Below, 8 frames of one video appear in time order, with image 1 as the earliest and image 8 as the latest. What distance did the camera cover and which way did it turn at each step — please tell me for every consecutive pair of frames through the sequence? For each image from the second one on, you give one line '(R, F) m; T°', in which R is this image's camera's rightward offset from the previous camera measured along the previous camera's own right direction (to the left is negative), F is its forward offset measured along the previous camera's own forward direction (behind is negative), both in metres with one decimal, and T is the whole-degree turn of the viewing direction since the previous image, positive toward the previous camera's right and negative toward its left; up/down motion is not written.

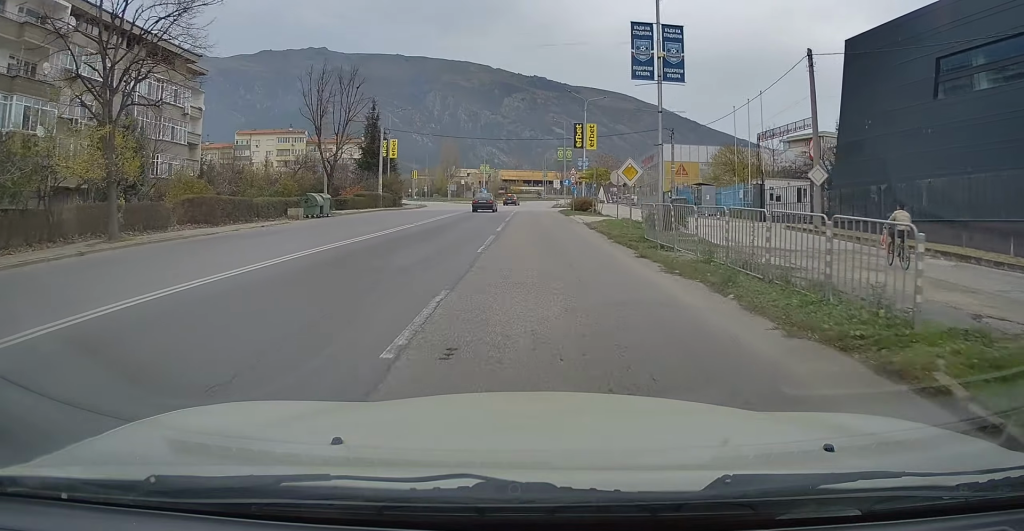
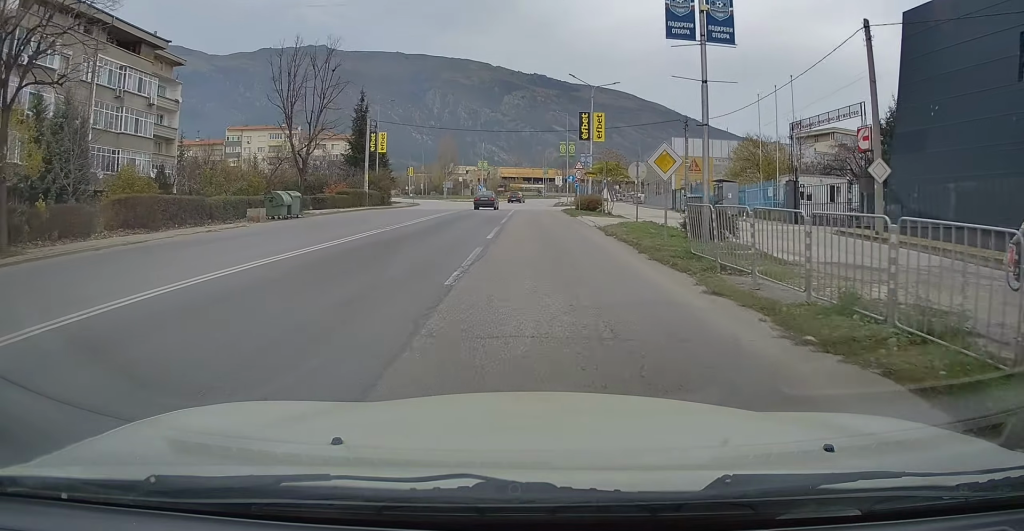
(0.0, +5.4) m; 0°
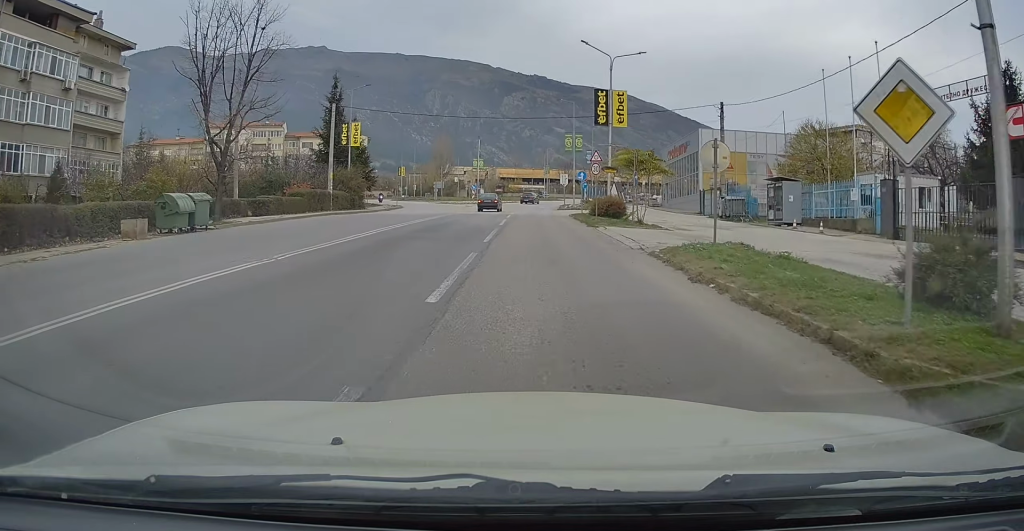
(+0.3, +10.3) m; -2°
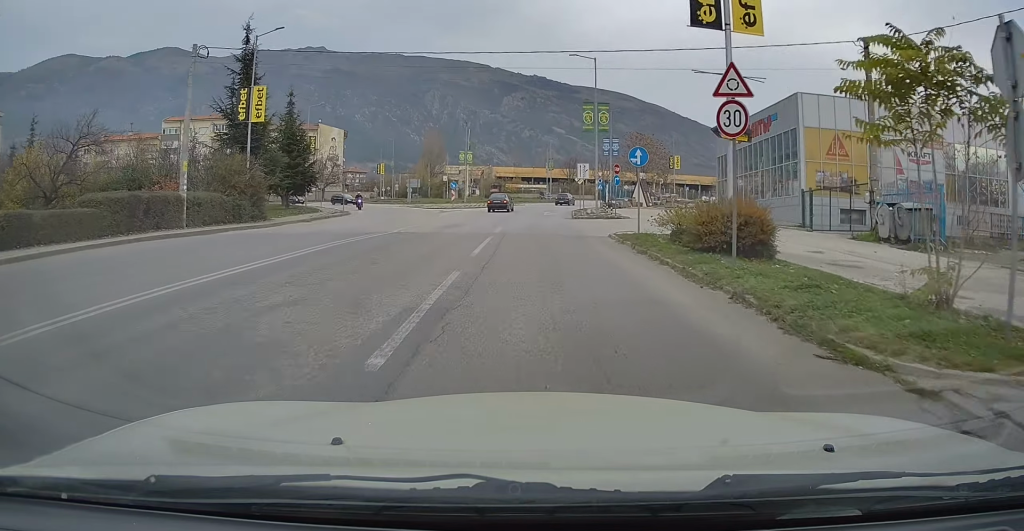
(-0.4, +20.4) m; 0°
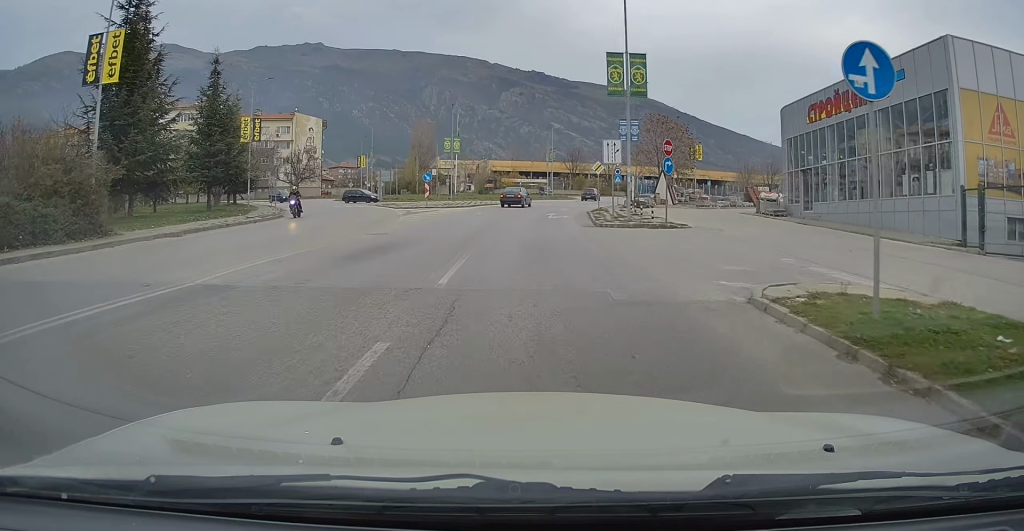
(0.0, +13.8) m; 0°
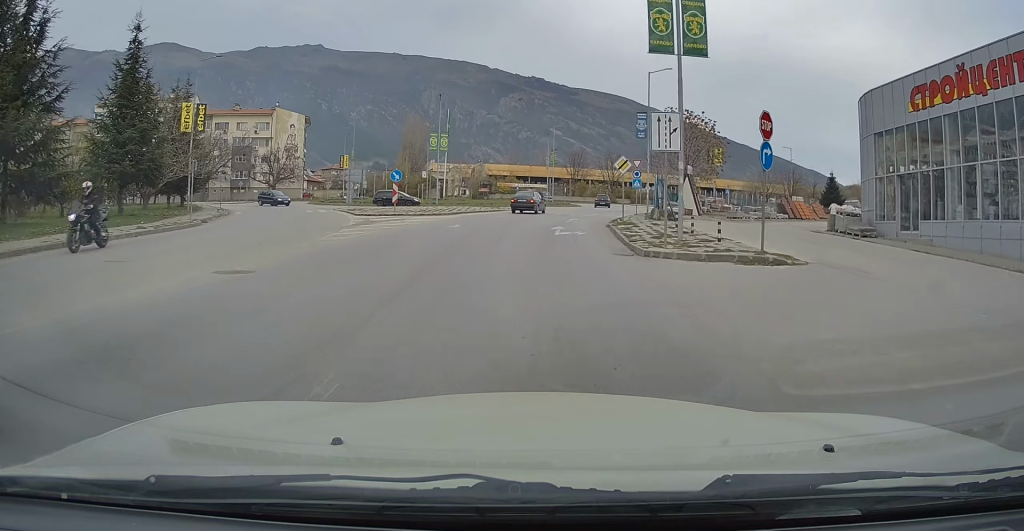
(0.0, +9.7) m; +1°
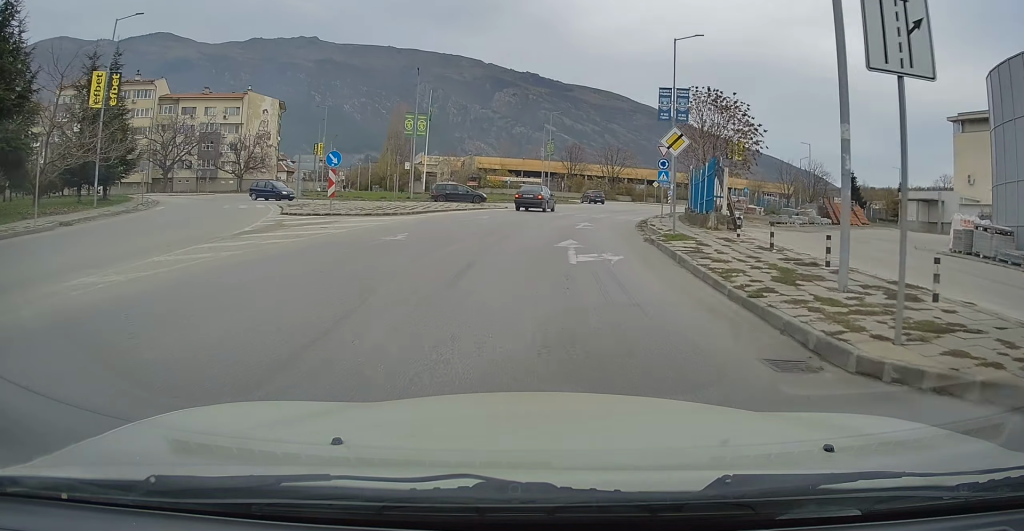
(+0.2, +9.9) m; +1°
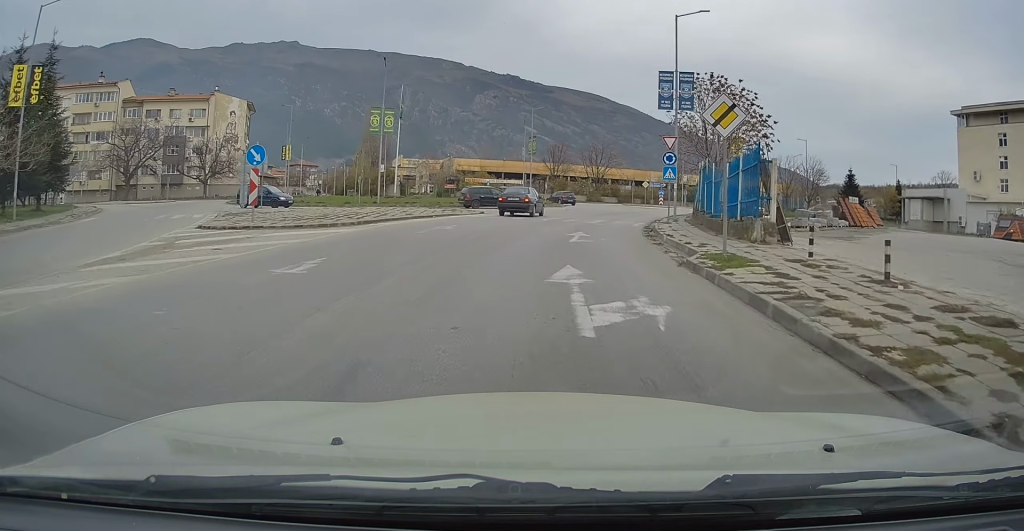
(+0.1, +5.5) m; +1°
